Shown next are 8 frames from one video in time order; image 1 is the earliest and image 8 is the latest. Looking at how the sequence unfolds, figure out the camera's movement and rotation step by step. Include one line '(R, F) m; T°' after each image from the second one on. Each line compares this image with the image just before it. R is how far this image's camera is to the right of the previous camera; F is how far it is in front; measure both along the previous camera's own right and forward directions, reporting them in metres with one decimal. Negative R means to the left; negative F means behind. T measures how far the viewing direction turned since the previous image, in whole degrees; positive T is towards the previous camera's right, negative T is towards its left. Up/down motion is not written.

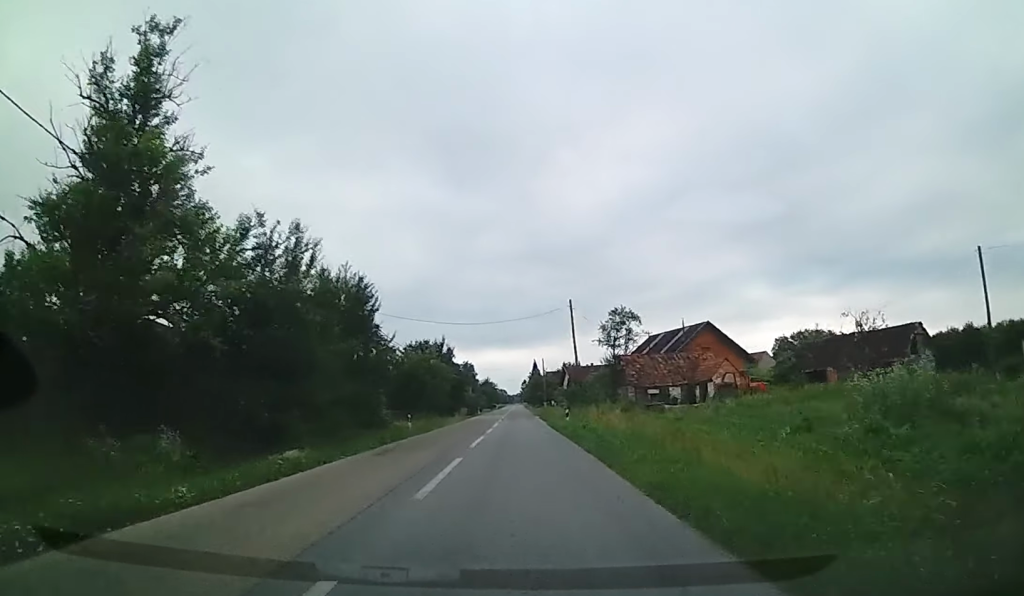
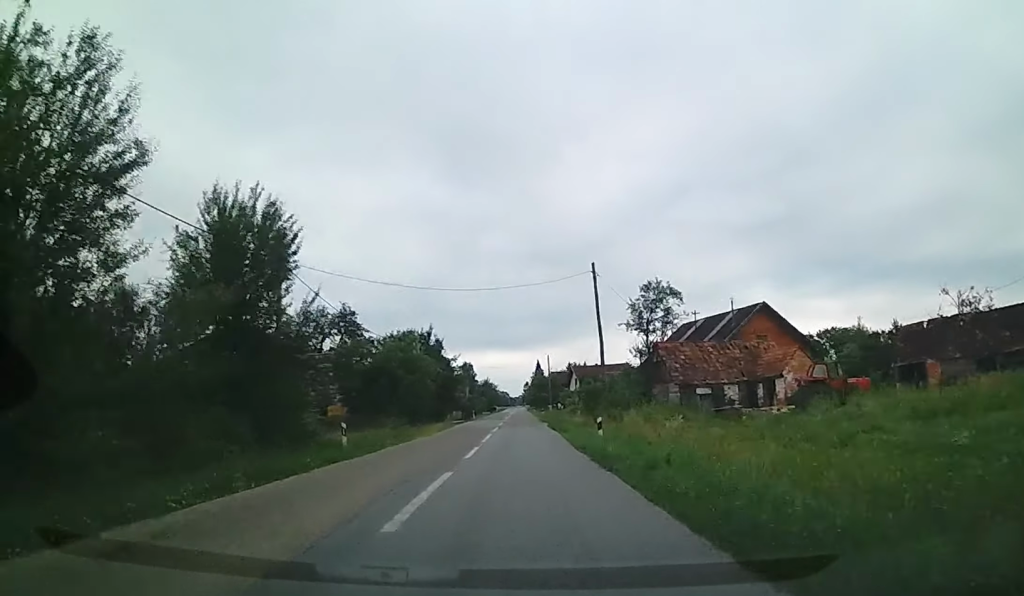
(0.0, +12.6) m; 0°
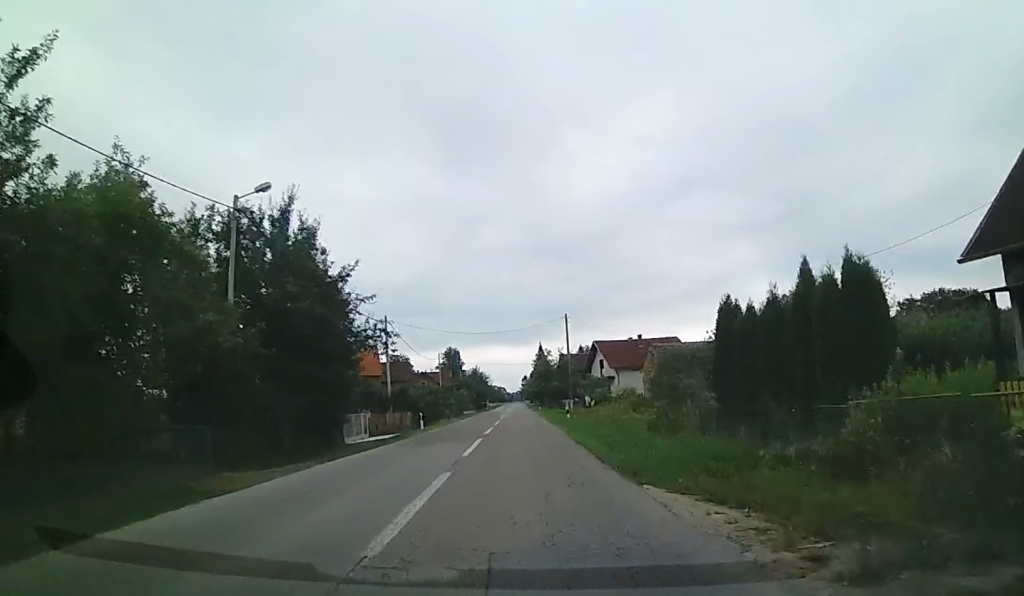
(-0.4, +39.8) m; +1°
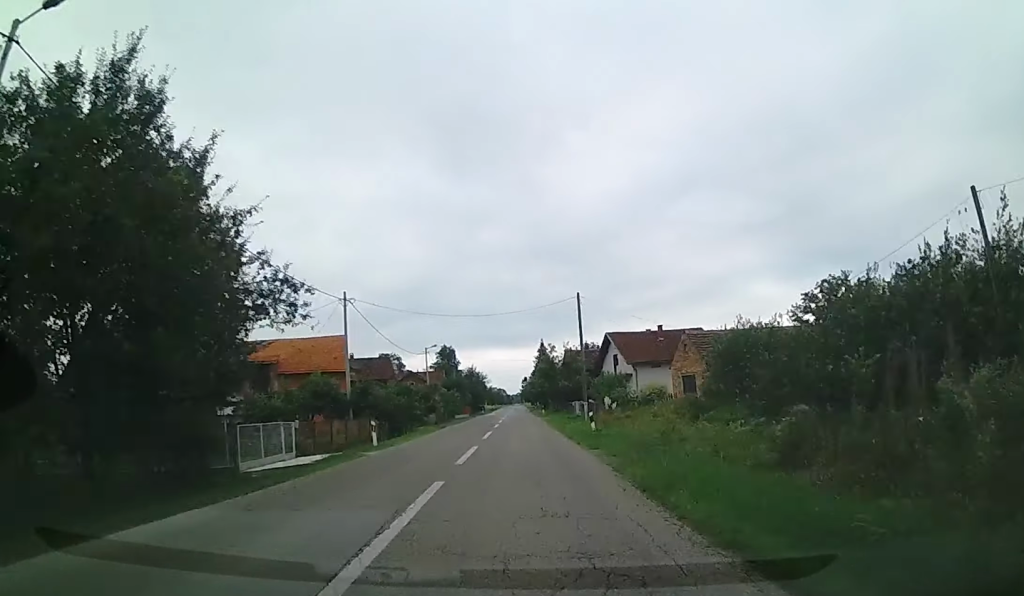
(-0.1, +11.8) m; +2°
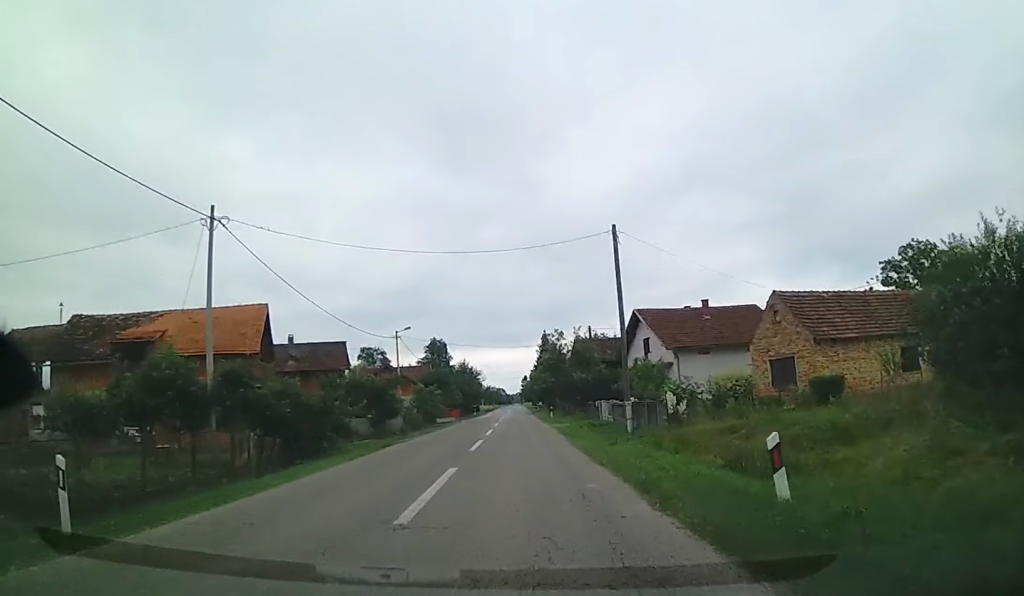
(+0.8, +16.8) m; 0°
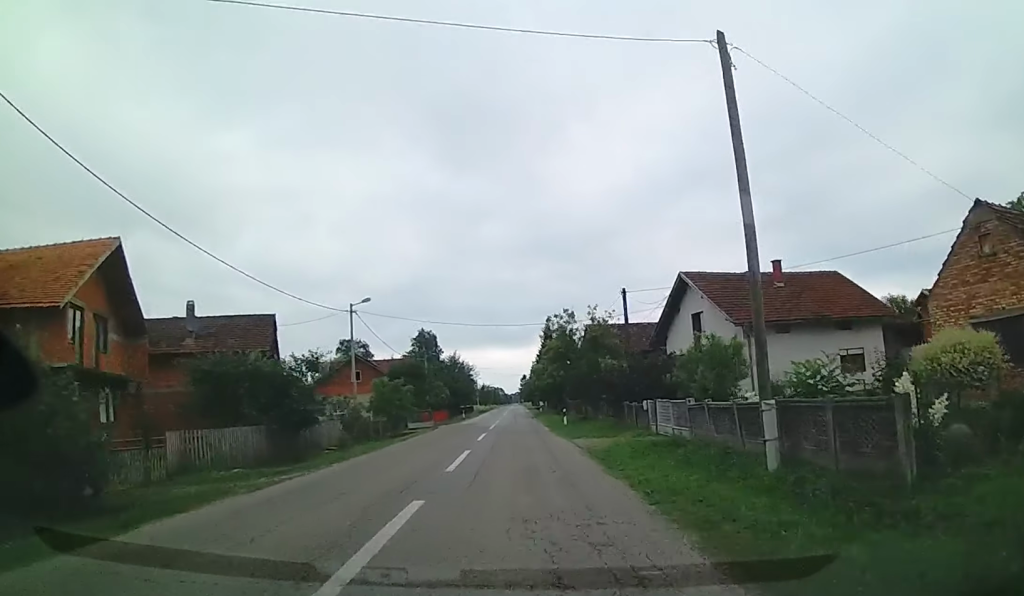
(-0.4, +15.0) m; -2°
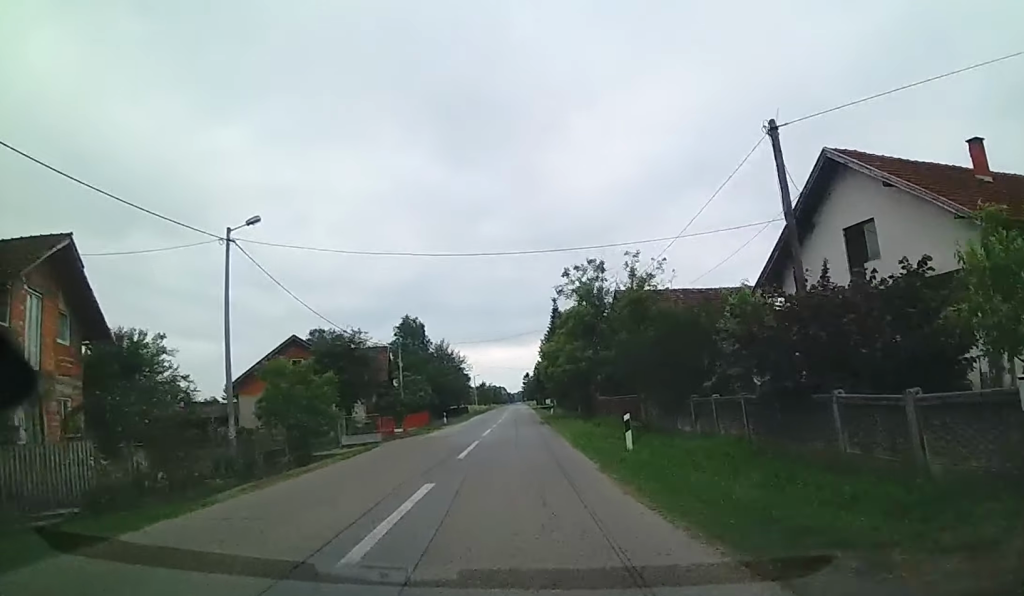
(-0.6, +18.5) m; -2°
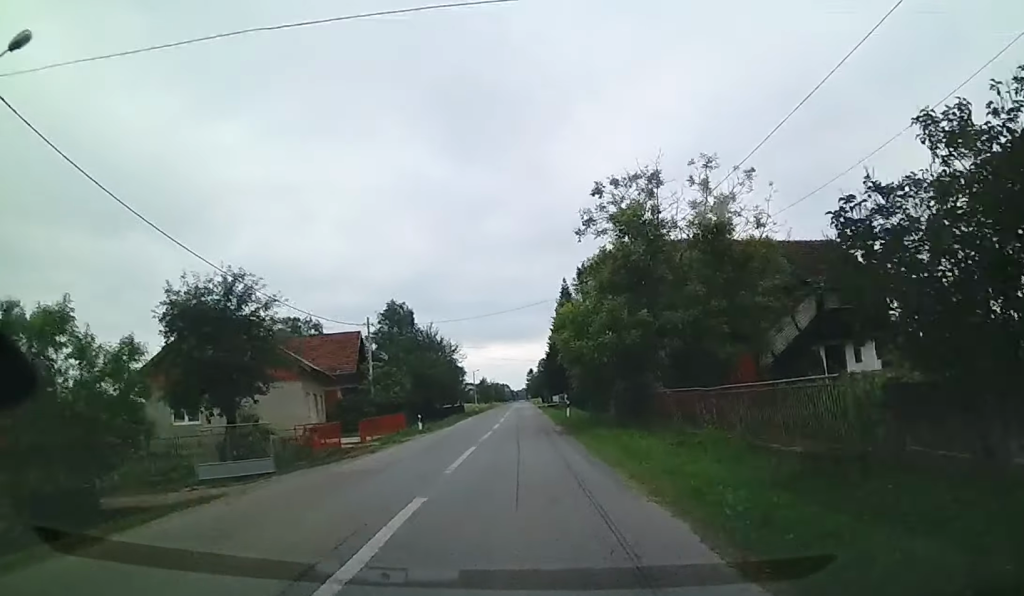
(-0.1, +13.6) m; 0°
